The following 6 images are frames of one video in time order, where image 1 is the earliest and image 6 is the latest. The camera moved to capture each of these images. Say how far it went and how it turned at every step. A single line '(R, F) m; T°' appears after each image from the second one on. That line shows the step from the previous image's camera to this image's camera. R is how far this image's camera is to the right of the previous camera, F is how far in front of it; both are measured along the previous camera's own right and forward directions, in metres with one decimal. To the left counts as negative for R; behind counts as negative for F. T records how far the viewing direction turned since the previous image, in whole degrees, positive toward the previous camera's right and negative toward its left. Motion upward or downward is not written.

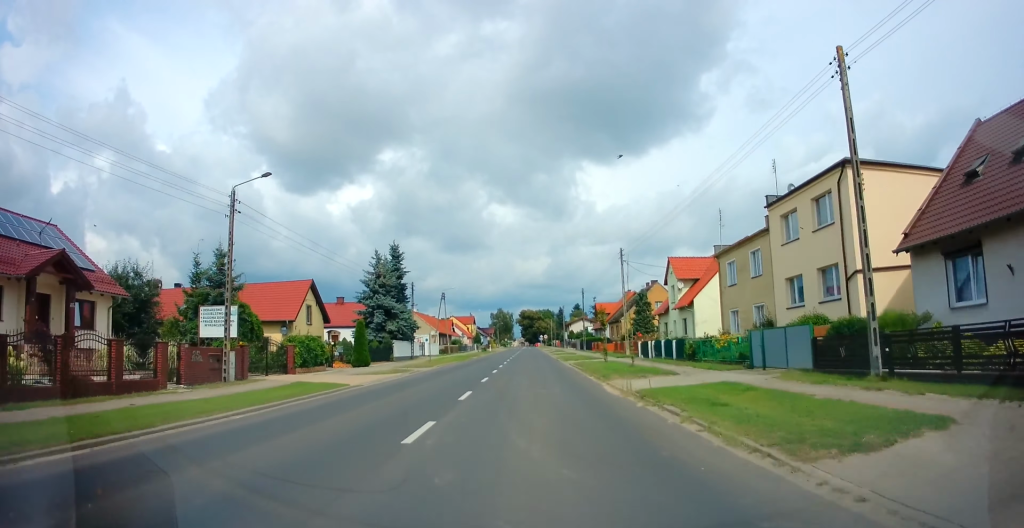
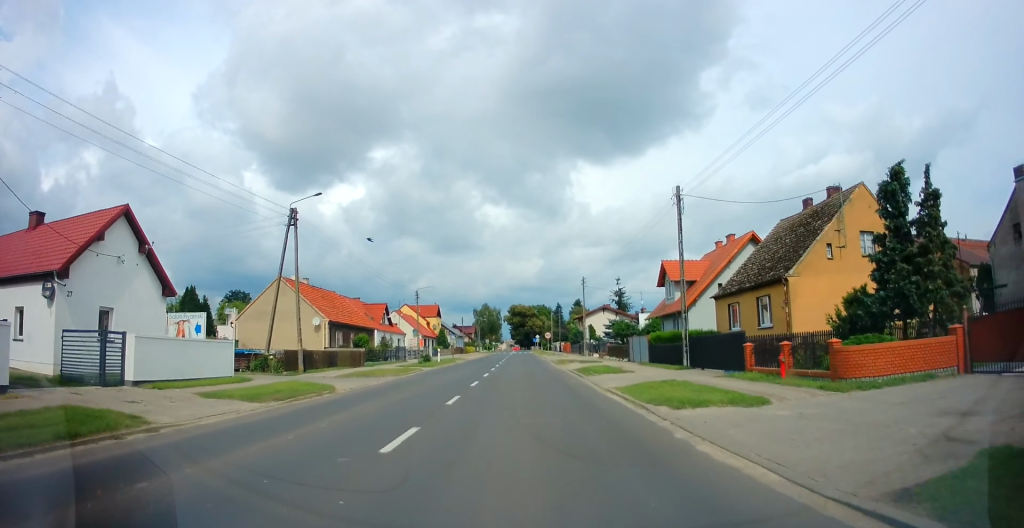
(-0.8, +47.5) m; -2°
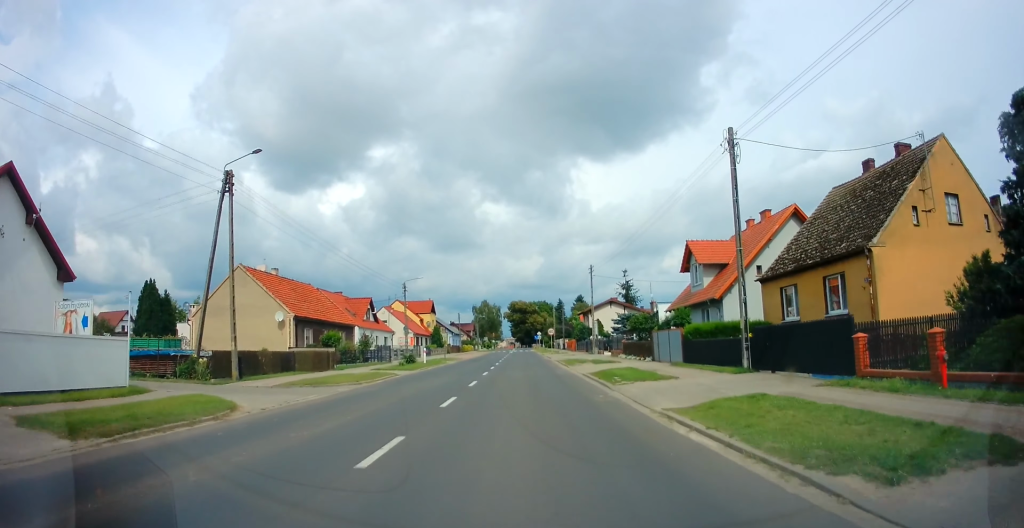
(0.0, +6.7) m; 0°
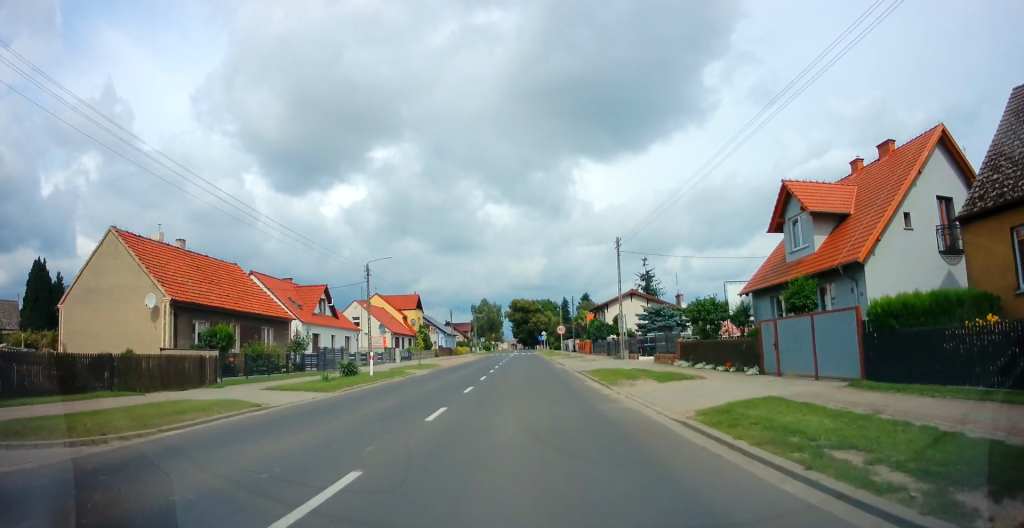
(+0.2, +13.7) m; +1°
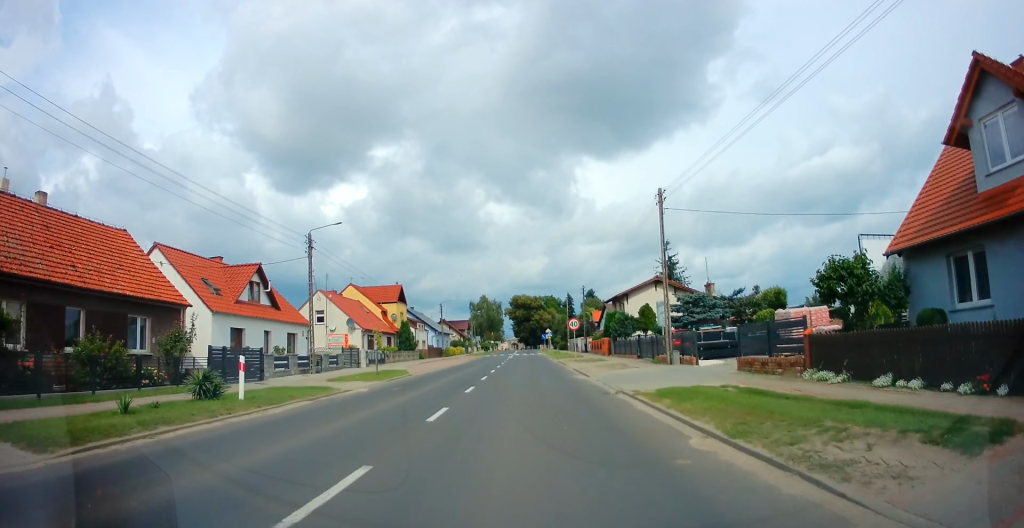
(0.0, +11.4) m; -1°
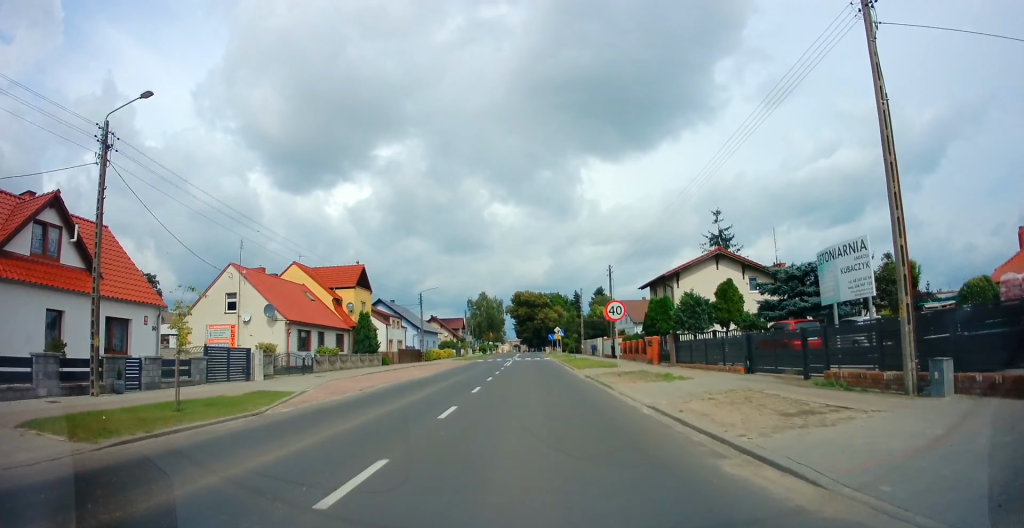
(-0.2, +16.0) m; -1°
